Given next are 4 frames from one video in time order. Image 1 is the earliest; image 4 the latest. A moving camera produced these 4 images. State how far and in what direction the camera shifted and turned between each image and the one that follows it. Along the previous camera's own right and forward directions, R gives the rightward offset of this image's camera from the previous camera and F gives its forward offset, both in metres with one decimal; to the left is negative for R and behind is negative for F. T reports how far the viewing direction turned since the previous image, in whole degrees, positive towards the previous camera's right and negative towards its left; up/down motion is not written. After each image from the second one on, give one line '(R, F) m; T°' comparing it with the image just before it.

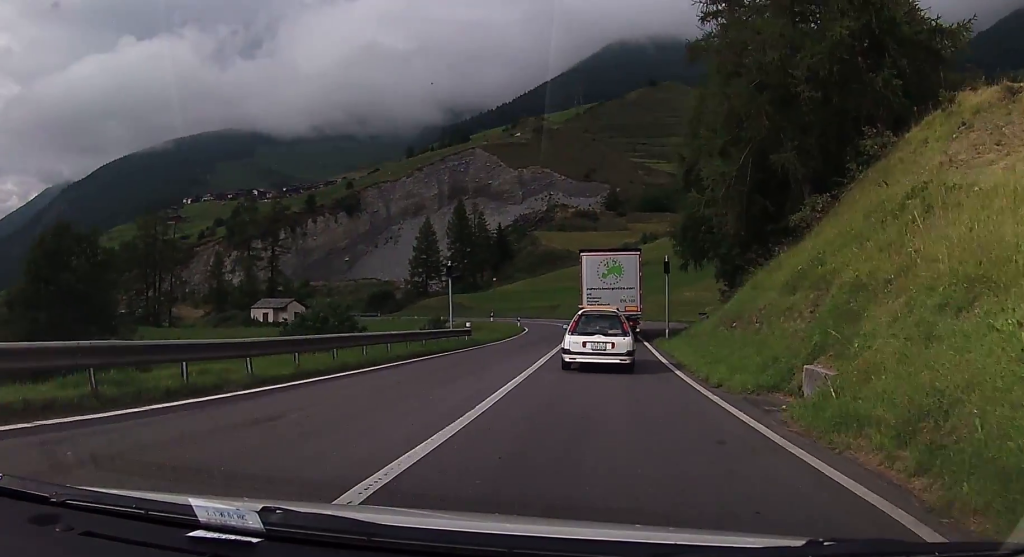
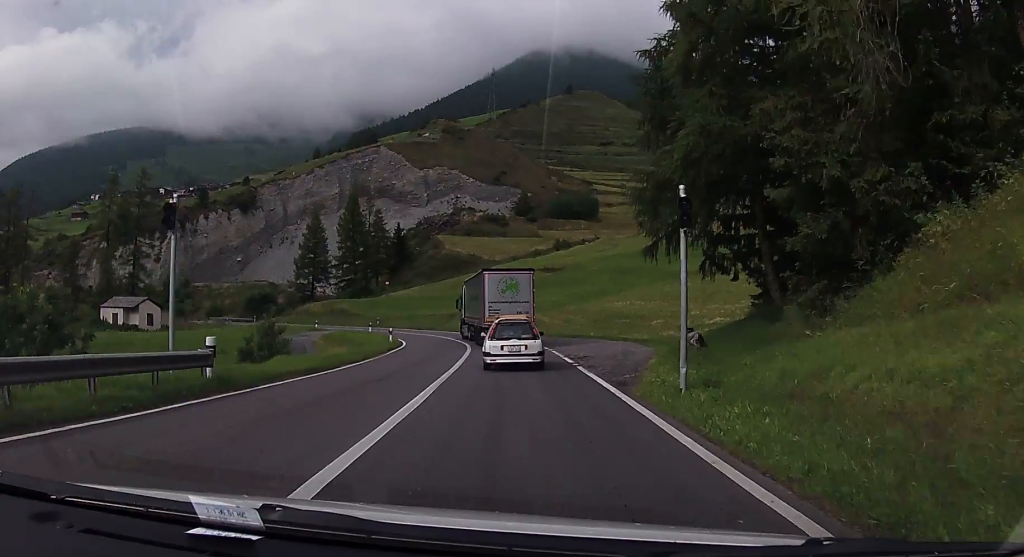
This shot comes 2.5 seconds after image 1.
(+1.9, +18.8) m; +7°
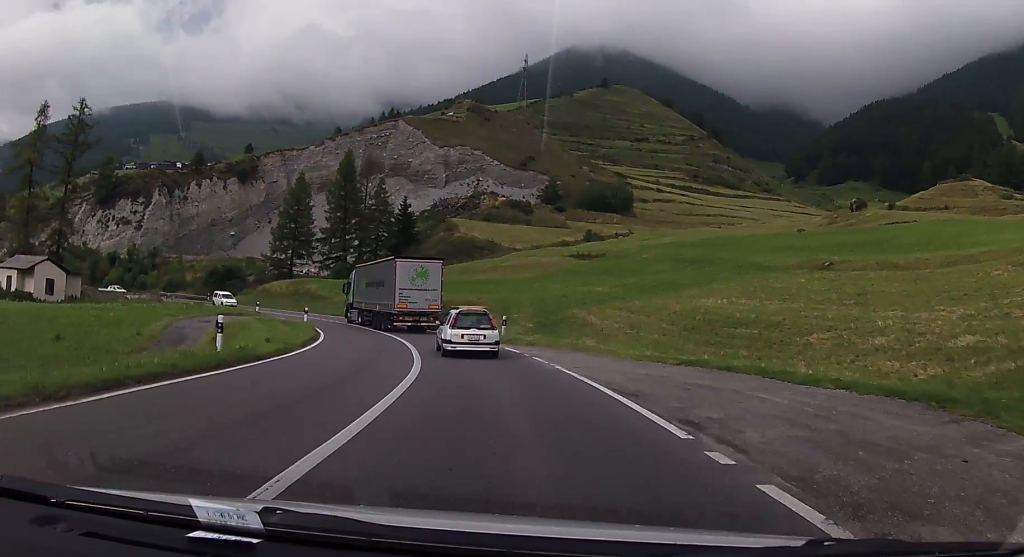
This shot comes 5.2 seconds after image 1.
(-0.4, +25.4) m; -2°
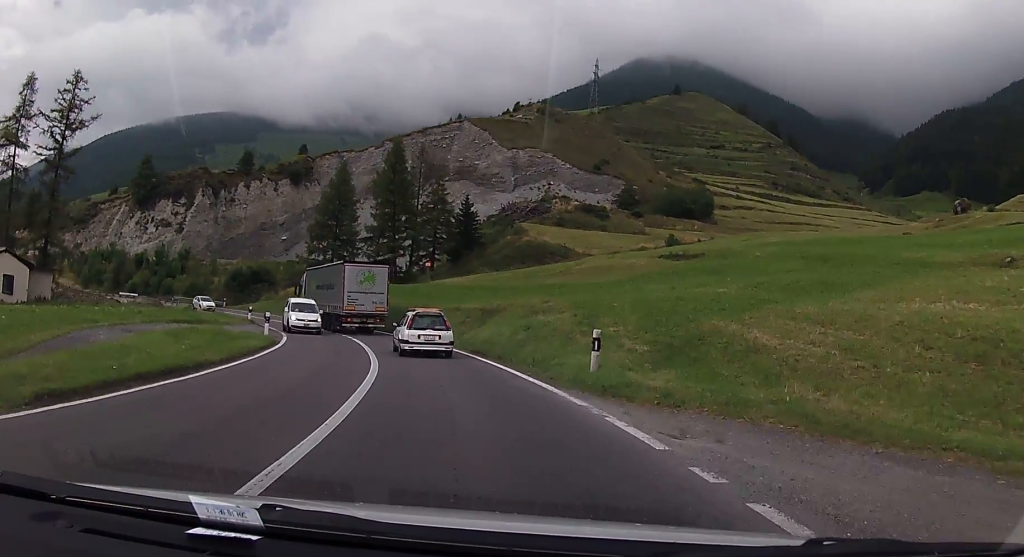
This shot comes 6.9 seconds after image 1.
(-0.5, +16.5) m; -5°
